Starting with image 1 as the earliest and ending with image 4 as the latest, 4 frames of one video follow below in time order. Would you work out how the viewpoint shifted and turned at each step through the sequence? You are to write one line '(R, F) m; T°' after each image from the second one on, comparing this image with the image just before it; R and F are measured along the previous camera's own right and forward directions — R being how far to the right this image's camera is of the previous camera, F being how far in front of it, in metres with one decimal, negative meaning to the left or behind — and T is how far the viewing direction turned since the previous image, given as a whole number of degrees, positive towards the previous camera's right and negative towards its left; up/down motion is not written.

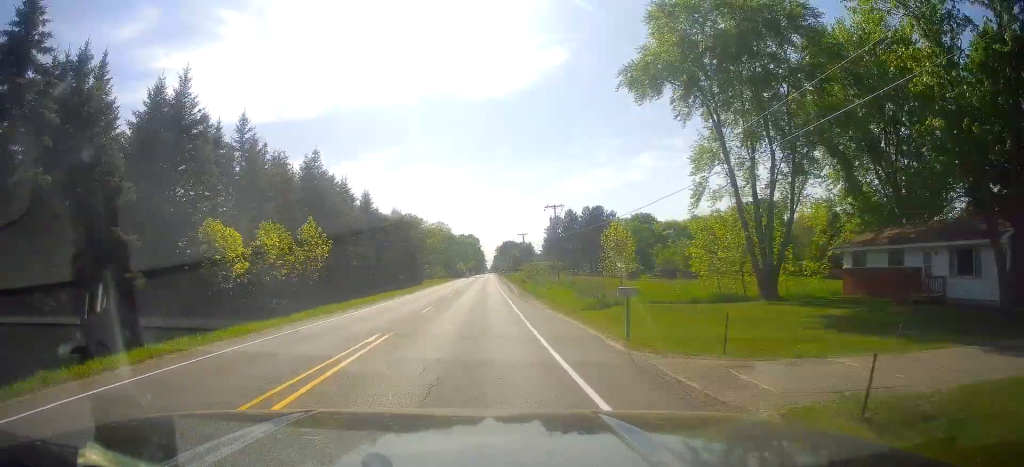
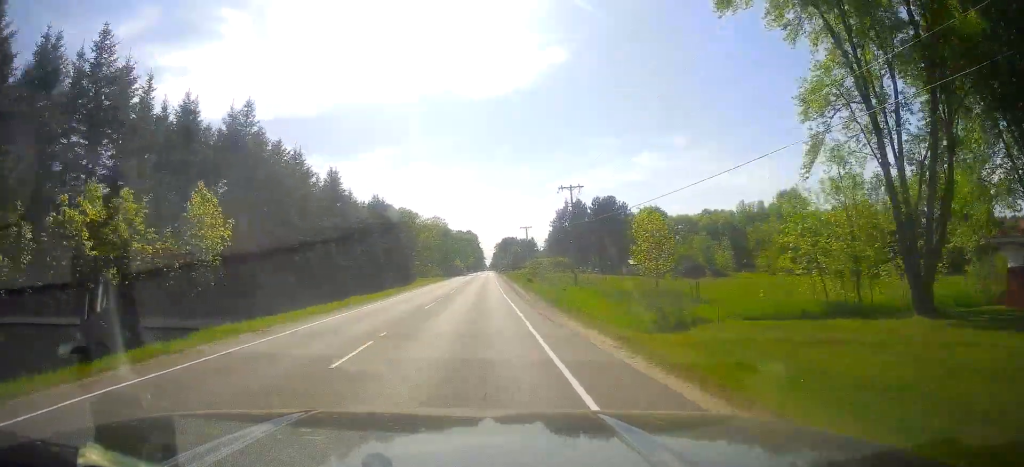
(0.0, +14.7) m; 0°
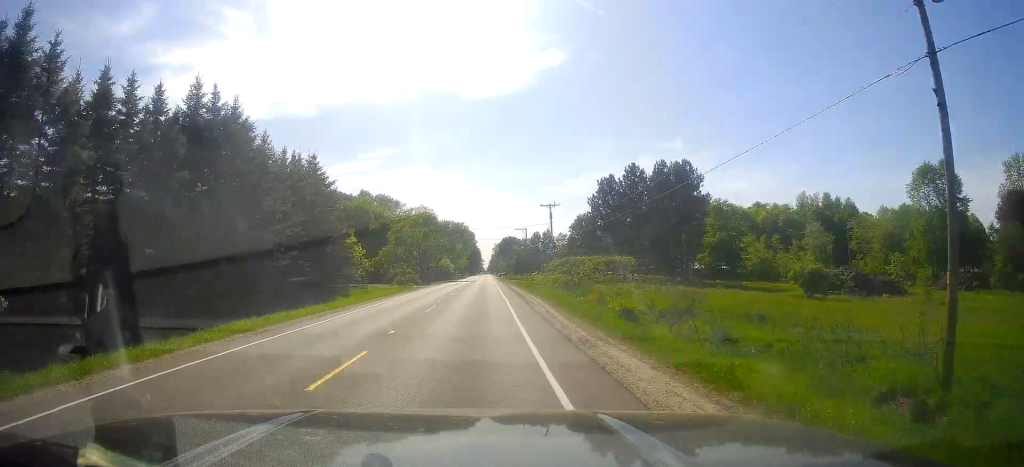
(+0.2, +48.0) m; +1°
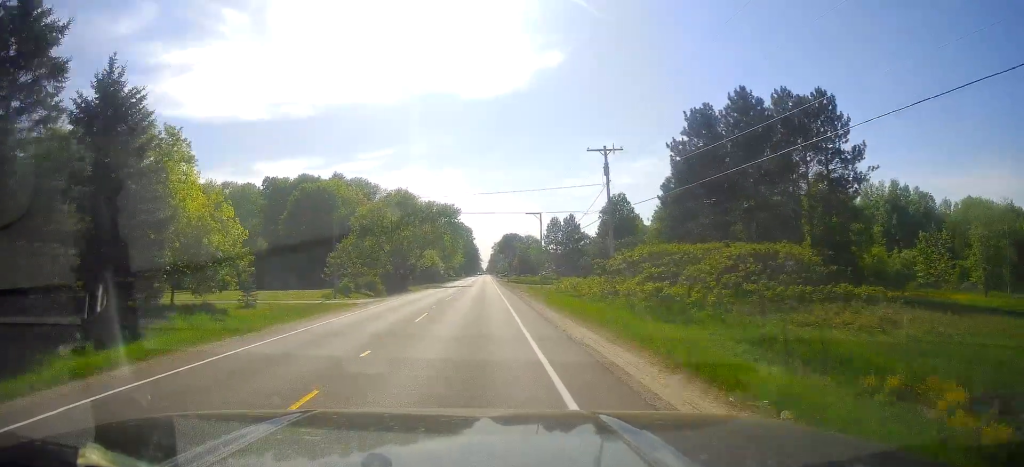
(+0.1, +35.0) m; -1°
